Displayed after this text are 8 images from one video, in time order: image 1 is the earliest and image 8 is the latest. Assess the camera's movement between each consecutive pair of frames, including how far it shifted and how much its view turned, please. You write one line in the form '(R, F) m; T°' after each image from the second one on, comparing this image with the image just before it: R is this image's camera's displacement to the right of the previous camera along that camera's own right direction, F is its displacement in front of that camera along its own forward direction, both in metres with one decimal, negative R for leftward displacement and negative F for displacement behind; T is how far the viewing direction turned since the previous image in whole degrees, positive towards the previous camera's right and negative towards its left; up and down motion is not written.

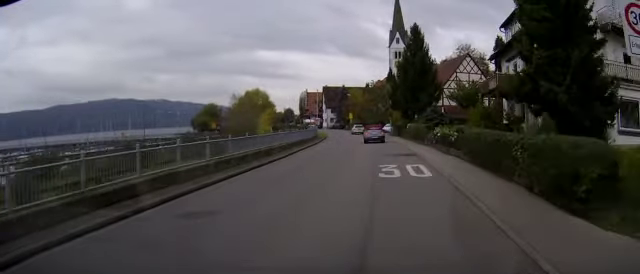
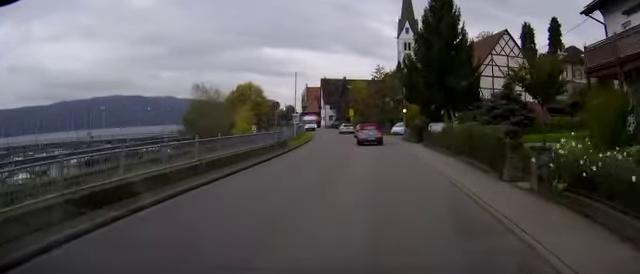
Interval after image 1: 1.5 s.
(-0.1, +19.4) m; -1°
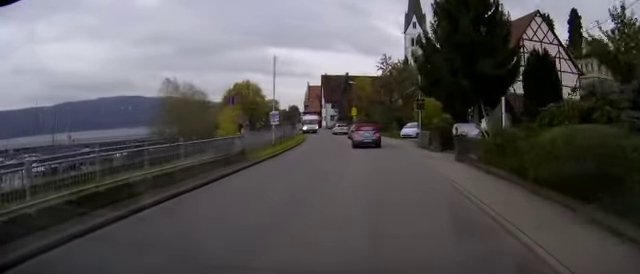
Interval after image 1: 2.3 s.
(-0.1, +10.2) m; -1°
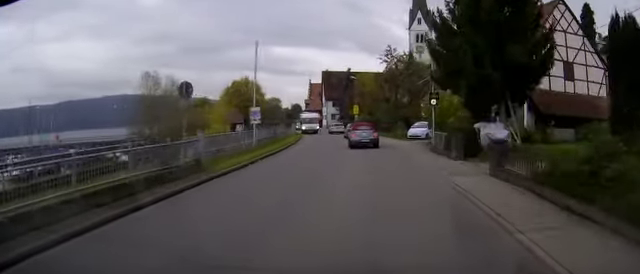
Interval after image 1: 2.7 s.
(0.0, +5.5) m; -1°
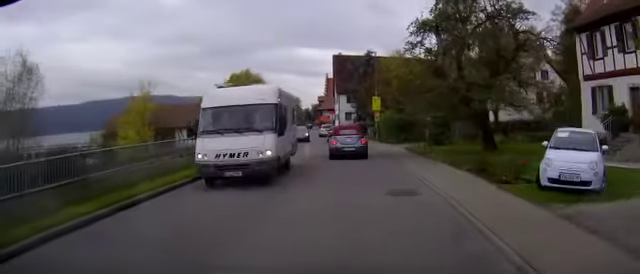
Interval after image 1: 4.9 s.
(-0.9, +26.5) m; -4°
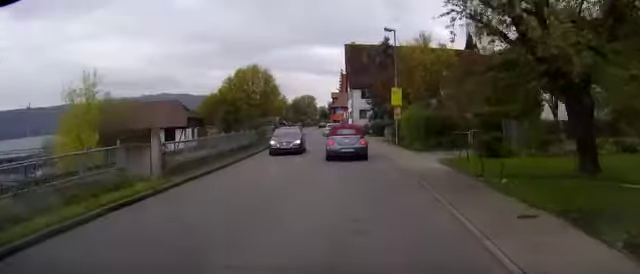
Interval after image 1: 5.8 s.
(-0.2, +9.6) m; -3°
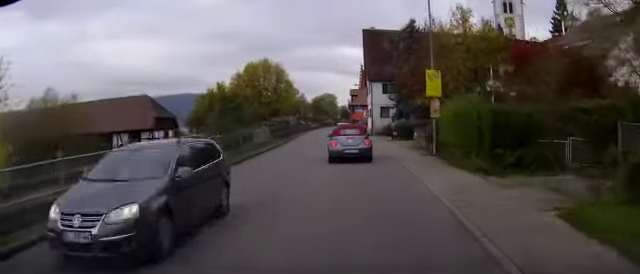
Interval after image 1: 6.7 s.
(-0.3, +10.2) m; -3°
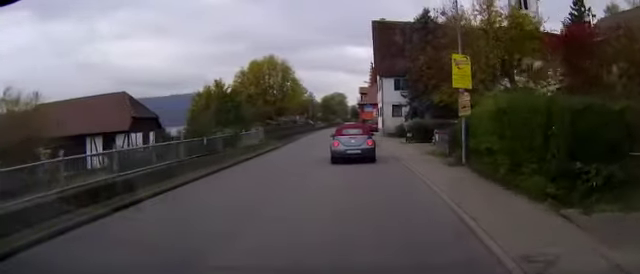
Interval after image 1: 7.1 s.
(-0.1, +4.8) m; -1°
